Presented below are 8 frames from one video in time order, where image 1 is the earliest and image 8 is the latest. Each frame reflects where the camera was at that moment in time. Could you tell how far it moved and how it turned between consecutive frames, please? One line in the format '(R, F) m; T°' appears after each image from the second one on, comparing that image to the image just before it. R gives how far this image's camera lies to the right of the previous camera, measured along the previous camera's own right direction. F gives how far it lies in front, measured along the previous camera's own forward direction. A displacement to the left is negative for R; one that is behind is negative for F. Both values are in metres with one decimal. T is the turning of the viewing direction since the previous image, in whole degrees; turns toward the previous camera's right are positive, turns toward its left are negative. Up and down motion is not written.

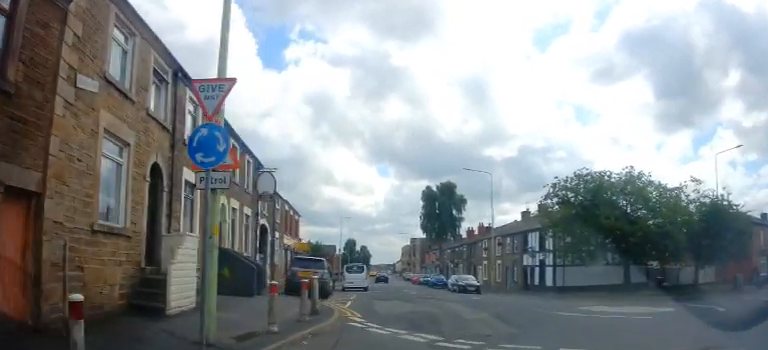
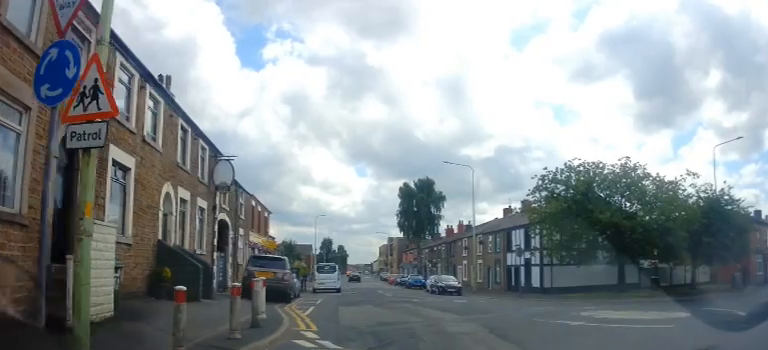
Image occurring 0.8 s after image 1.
(+0.2, +2.4) m; +8°
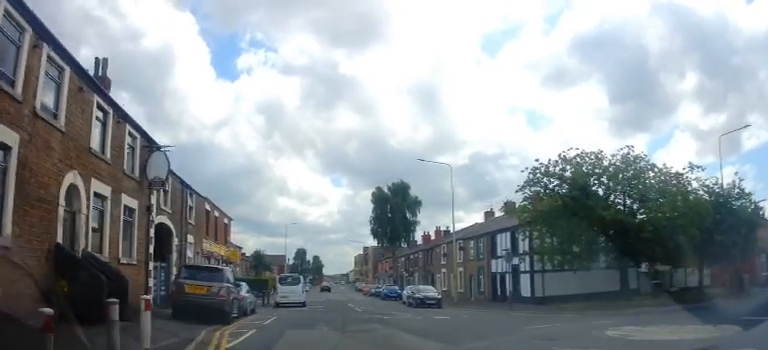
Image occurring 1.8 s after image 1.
(+0.3, +3.5) m; +2°
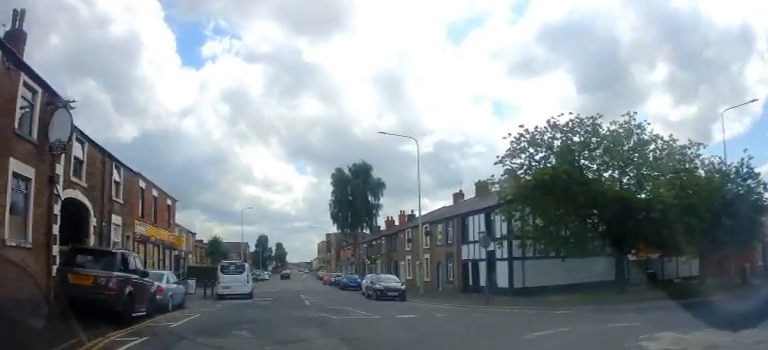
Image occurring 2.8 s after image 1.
(-0.2, +3.5) m; +3°
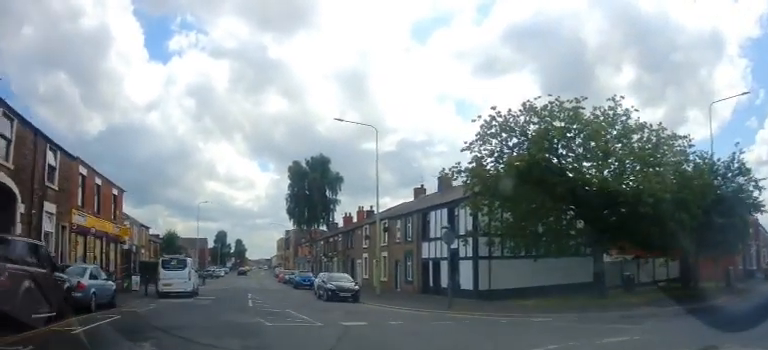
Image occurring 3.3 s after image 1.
(+0.2, +2.2) m; +7°
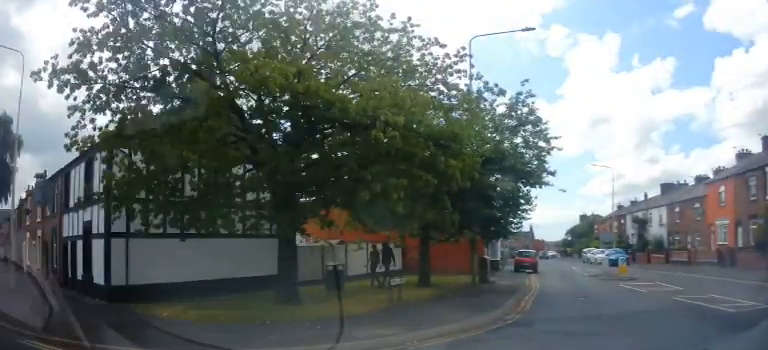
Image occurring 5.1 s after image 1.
(+2.0, +7.8) m; +31°
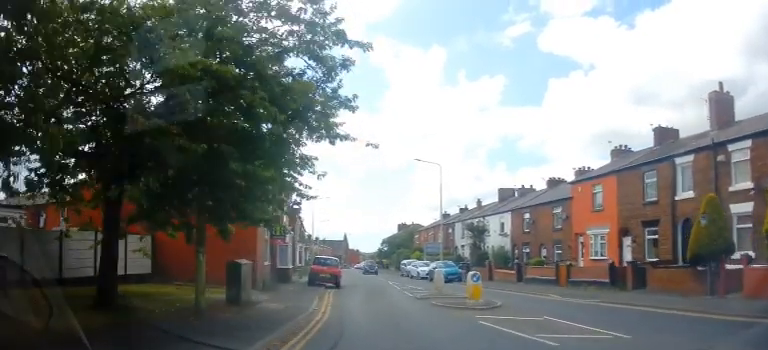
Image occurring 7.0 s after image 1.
(+2.7, +8.0) m; +23°
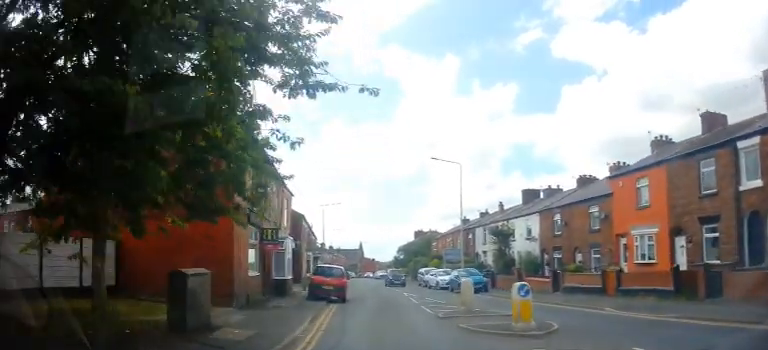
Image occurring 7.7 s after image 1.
(-0.4, +3.9) m; -3°
